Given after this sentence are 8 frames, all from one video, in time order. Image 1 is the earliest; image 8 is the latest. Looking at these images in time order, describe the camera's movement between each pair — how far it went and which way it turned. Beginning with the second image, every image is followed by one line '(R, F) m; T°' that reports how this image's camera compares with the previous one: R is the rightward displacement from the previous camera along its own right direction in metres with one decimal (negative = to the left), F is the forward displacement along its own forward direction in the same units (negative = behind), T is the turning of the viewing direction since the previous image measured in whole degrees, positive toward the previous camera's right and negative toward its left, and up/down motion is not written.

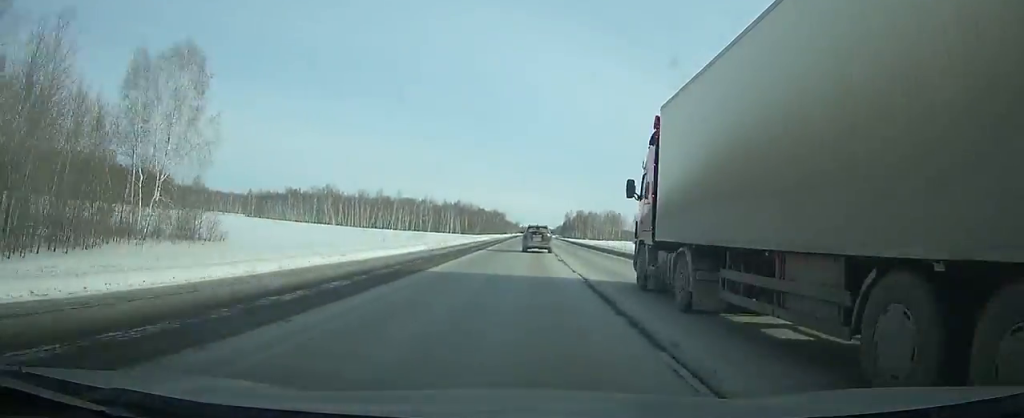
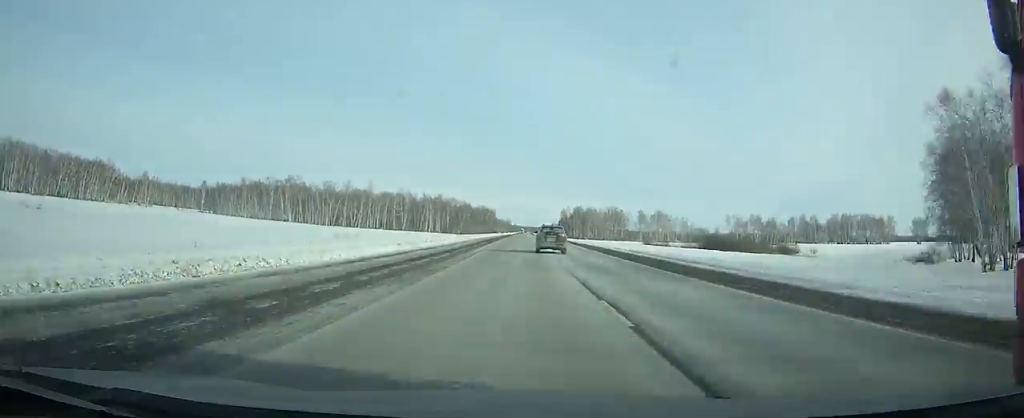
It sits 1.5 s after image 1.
(+0.1, +42.6) m; +1°
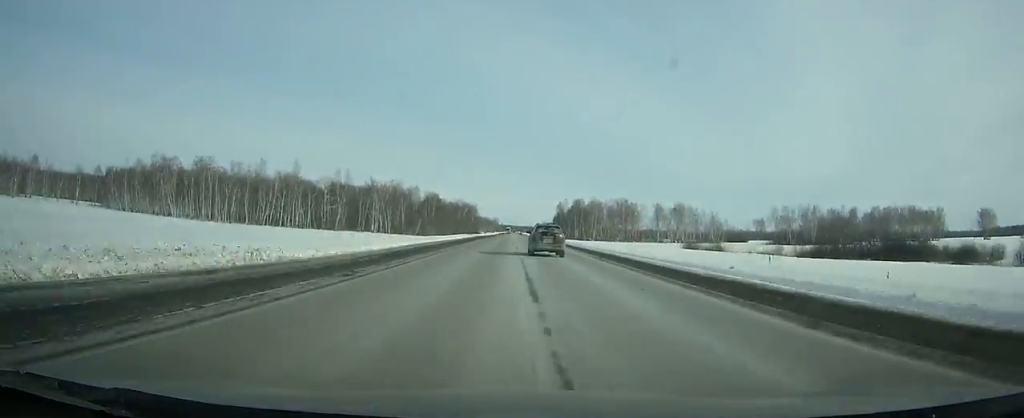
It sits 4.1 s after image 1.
(+0.8, +75.1) m; +1°
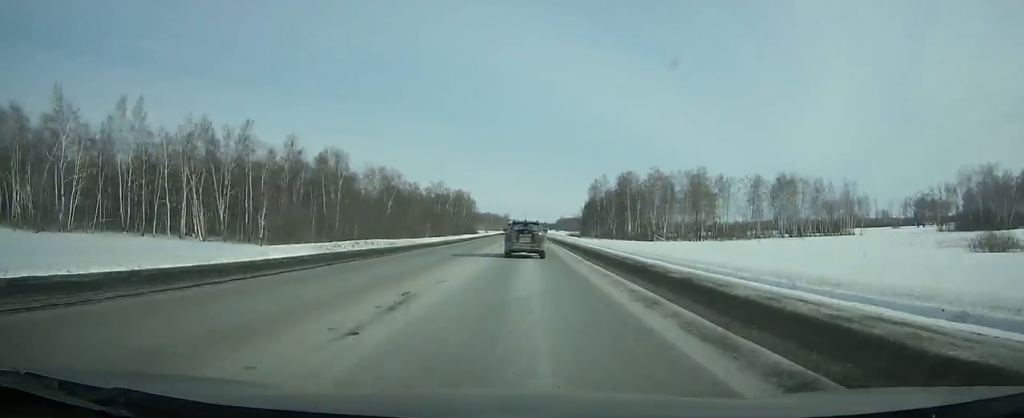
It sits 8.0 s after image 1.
(+0.3, +112.6) m; 0°
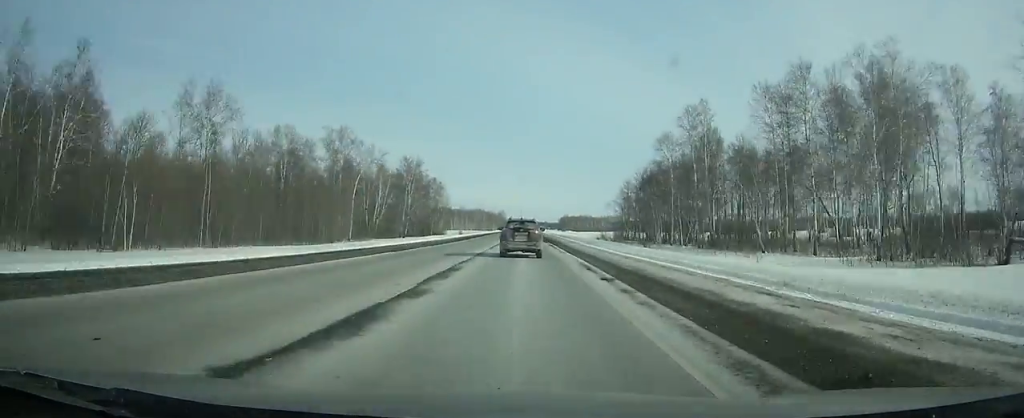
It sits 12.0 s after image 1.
(-0.9, +112.5) m; 0°
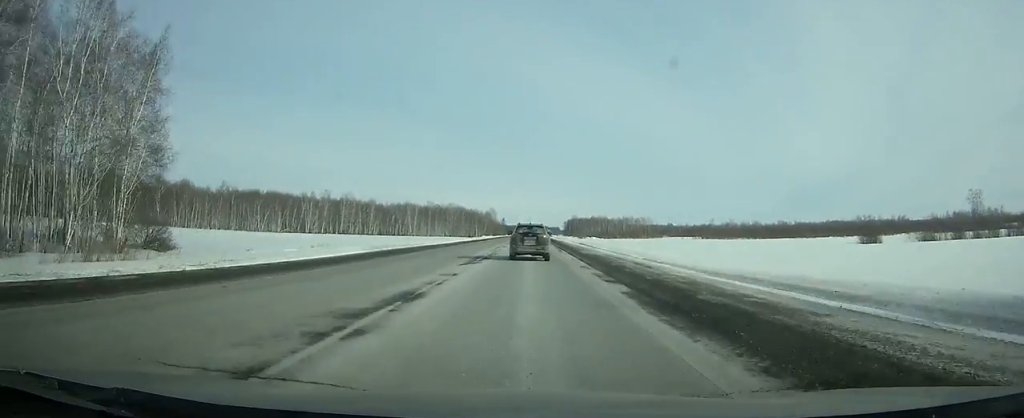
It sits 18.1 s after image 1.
(-0.3, +166.7) m; 0°
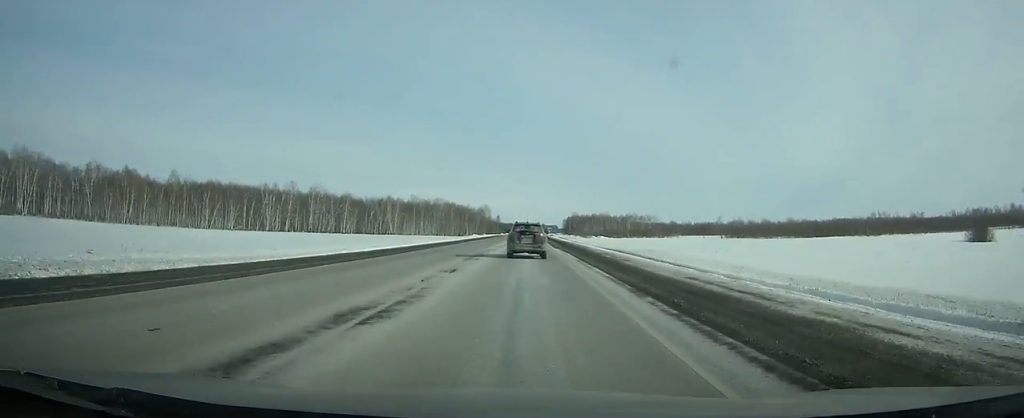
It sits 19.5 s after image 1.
(0.0, +37.8) m; 0°
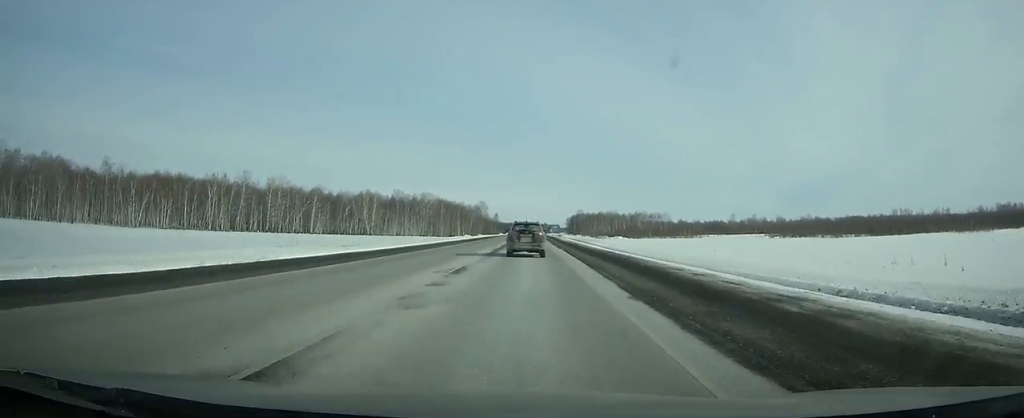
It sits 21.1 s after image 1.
(+0.1, +43.0) m; 0°
